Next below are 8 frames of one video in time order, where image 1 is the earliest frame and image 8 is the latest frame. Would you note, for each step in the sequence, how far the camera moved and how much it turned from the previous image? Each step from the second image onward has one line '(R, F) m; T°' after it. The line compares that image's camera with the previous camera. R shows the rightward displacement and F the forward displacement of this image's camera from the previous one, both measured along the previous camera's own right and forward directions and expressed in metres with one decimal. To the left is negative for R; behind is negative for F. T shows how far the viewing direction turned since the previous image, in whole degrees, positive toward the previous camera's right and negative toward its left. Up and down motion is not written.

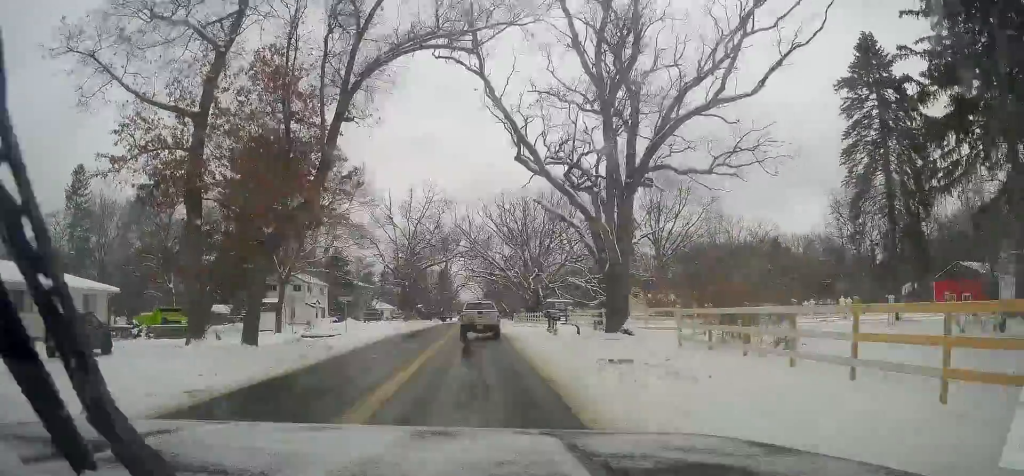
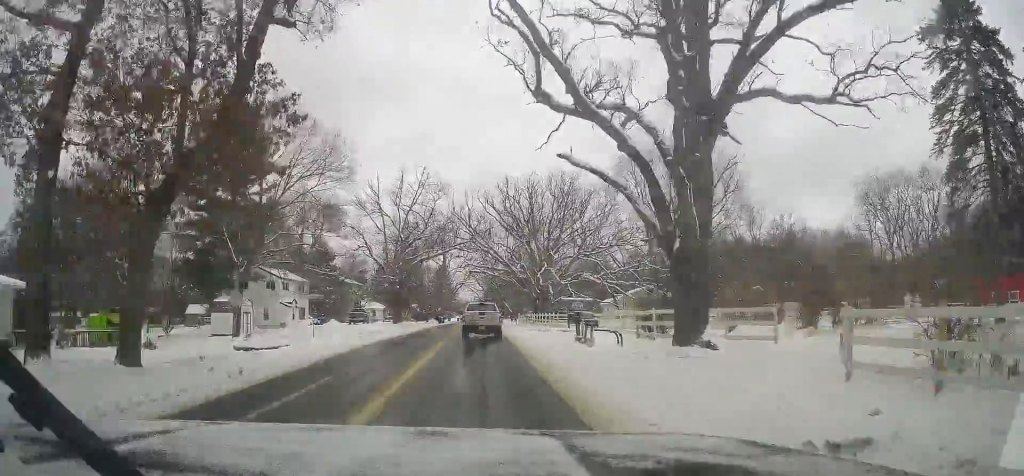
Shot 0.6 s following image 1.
(-0.1, +9.6) m; -1°
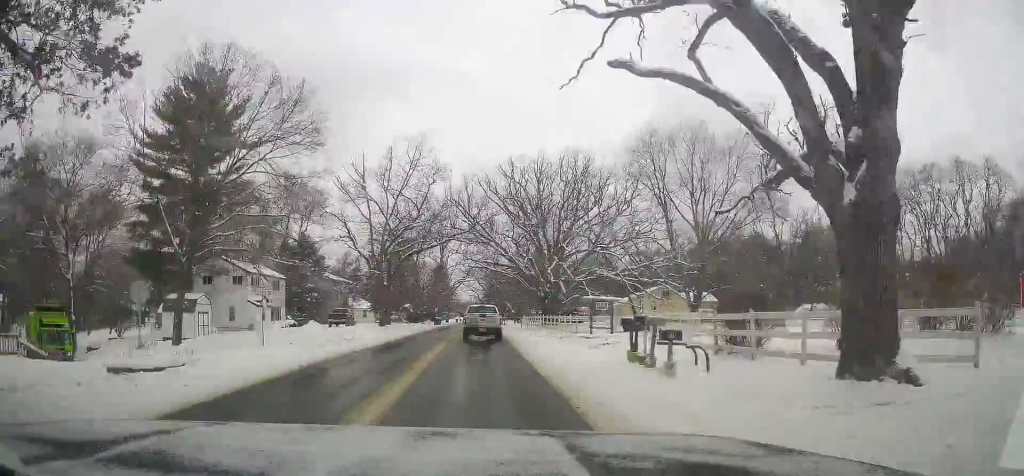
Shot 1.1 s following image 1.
(-0.1, +9.0) m; 0°
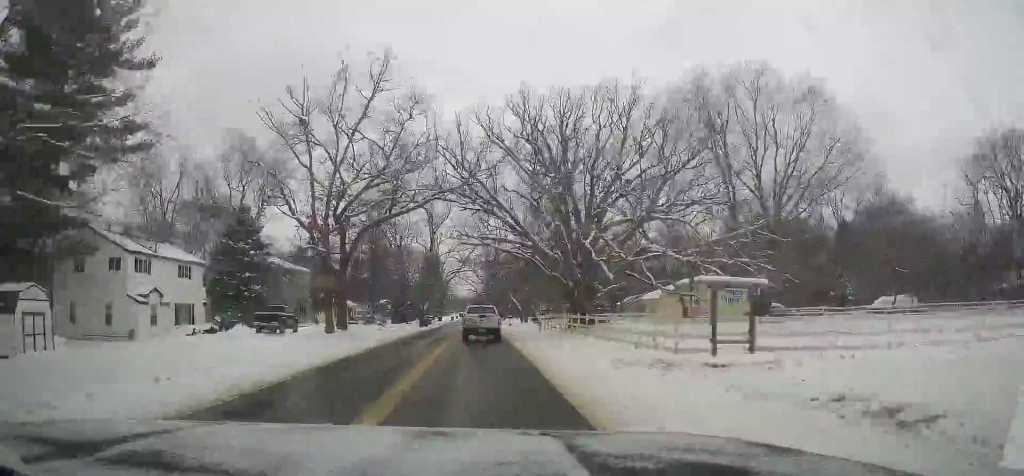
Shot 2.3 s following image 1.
(+0.2, +19.5) m; +1°
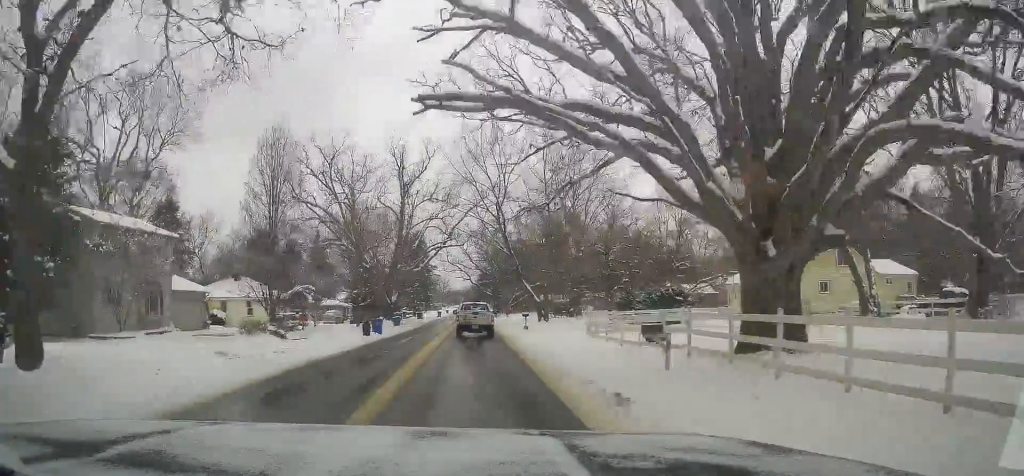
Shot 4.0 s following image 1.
(-0.1, +29.4) m; -1°
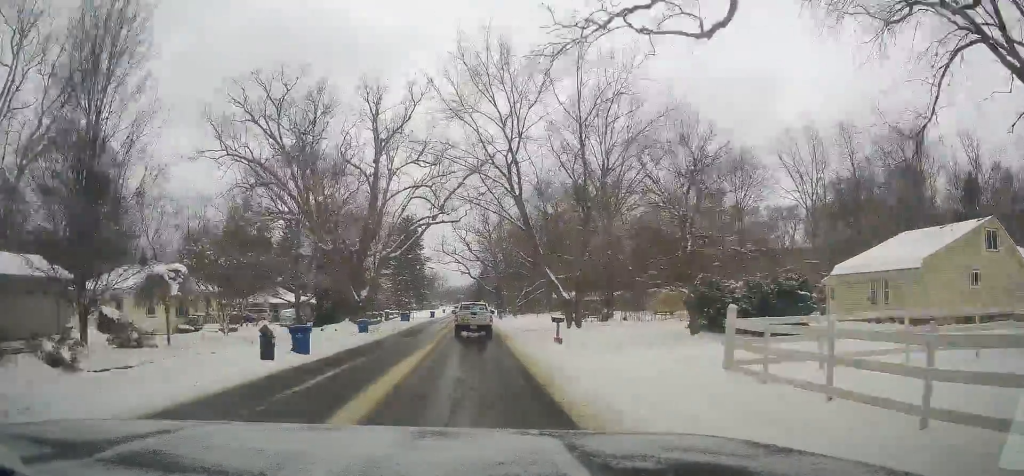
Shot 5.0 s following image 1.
(0.0, +16.5) m; +1°
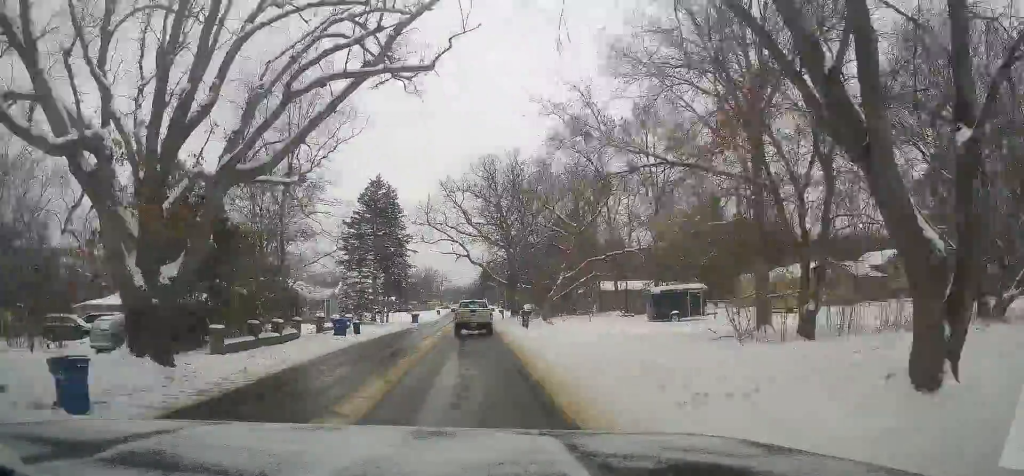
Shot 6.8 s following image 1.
(+1.0, +29.9) m; +2°
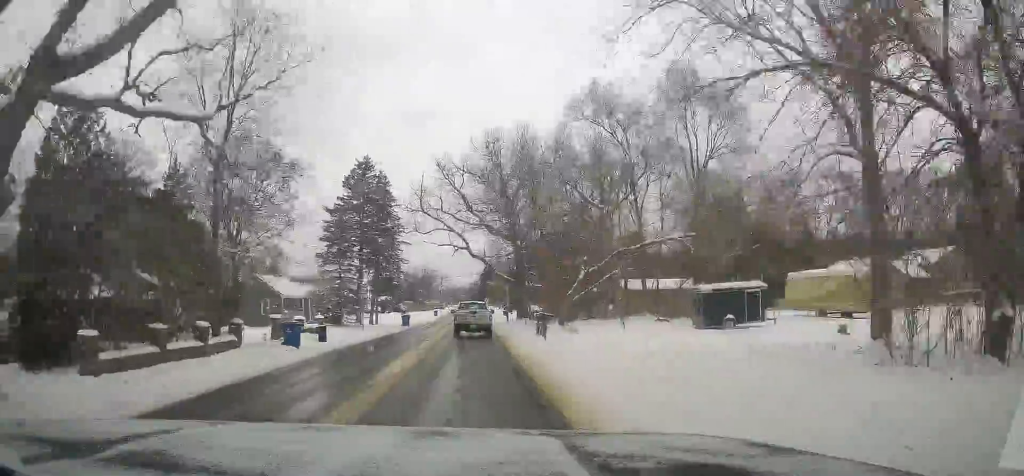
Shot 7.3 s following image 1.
(0.0, +8.7) m; 0°
